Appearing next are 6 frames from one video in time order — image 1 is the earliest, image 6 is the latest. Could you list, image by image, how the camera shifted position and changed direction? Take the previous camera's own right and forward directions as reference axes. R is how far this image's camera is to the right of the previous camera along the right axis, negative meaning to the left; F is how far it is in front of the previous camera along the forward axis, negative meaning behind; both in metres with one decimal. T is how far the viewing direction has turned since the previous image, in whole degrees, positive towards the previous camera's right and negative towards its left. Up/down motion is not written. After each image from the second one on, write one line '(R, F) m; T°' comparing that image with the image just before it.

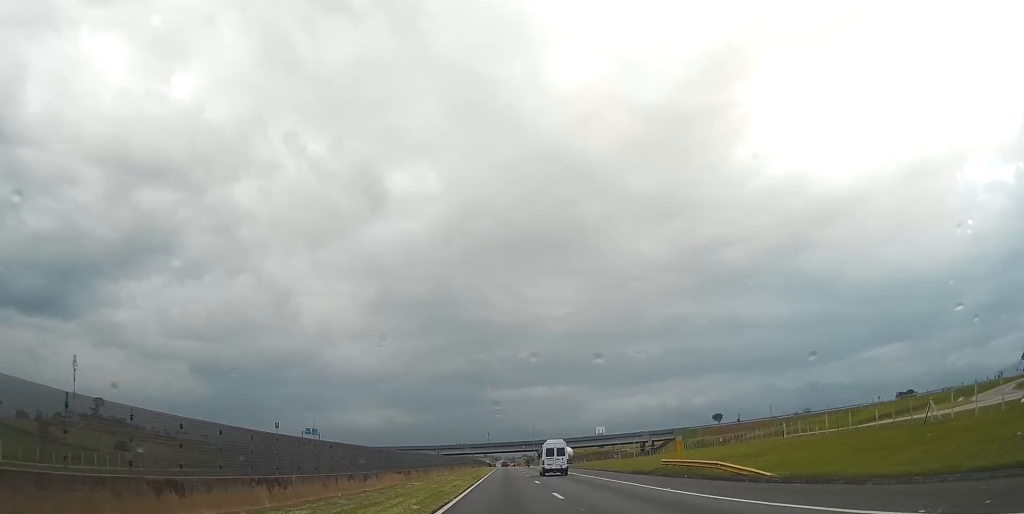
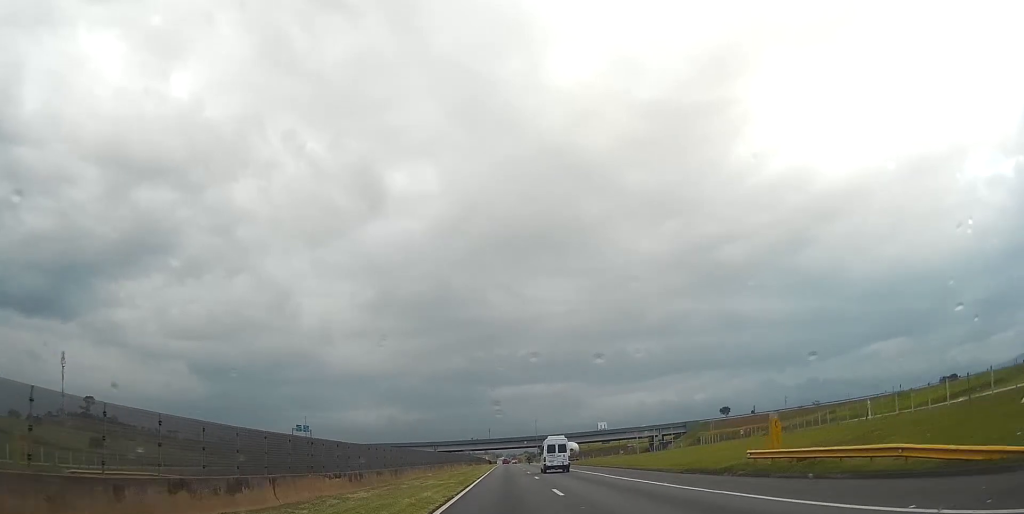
(-0.1, +16.3) m; 0°
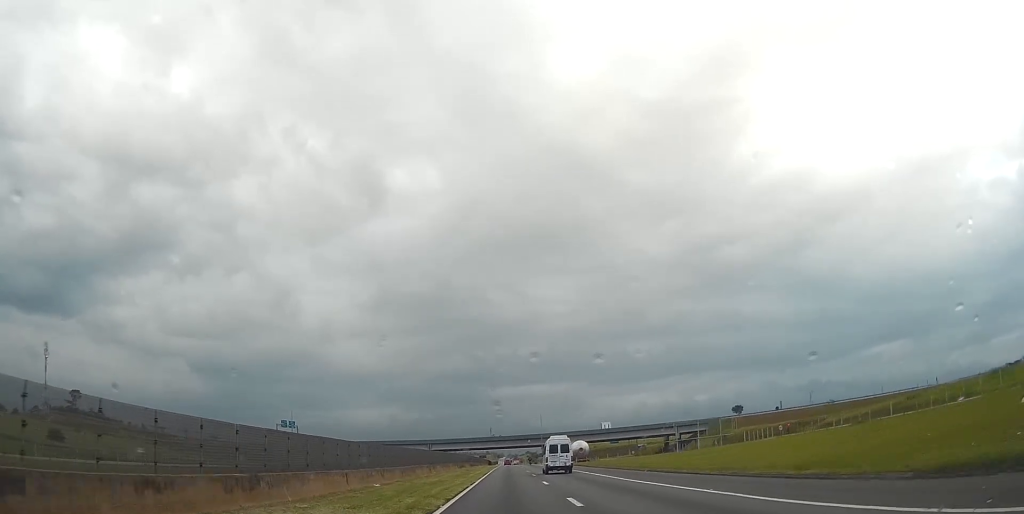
(-0.1, +24.0) m; 0°
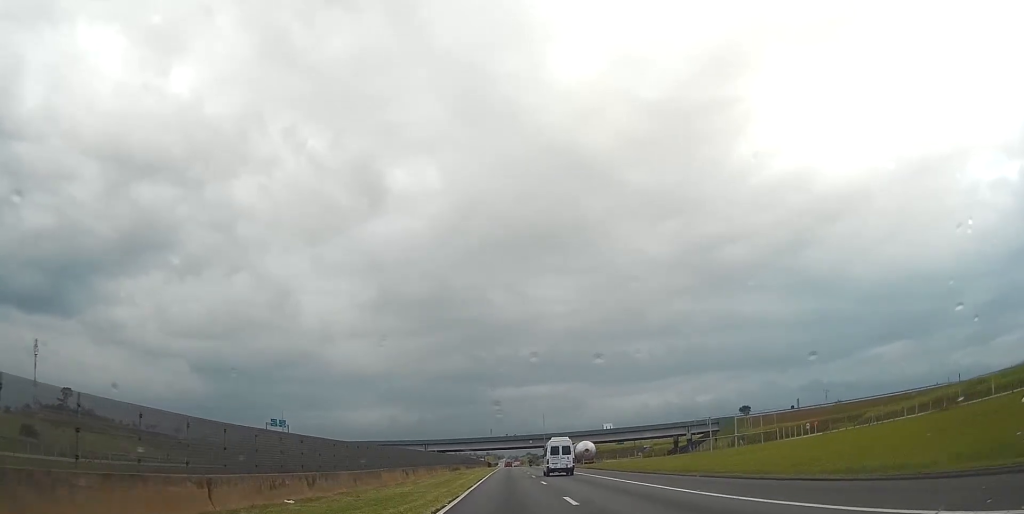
(+0.1, +13.8) m; 0°
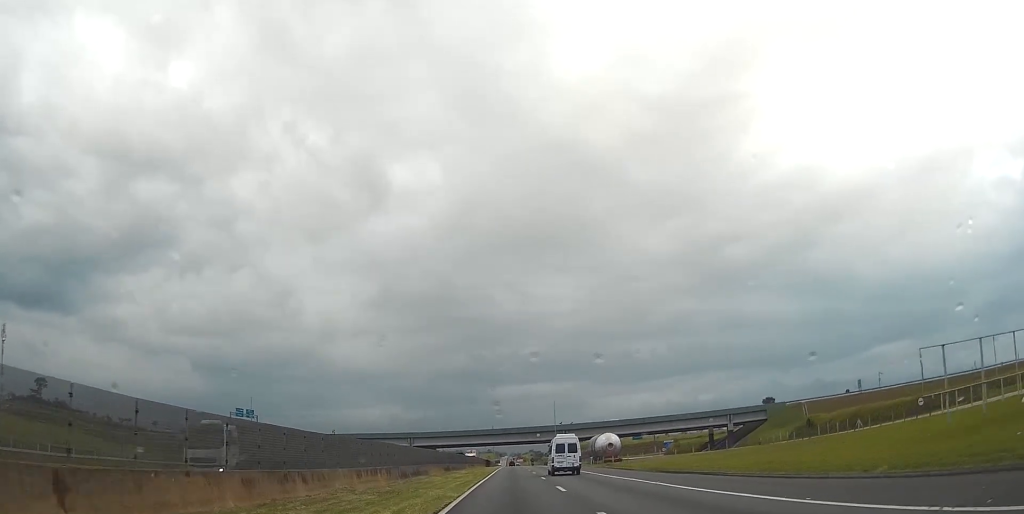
(-0.5, +39.8) m; -1°
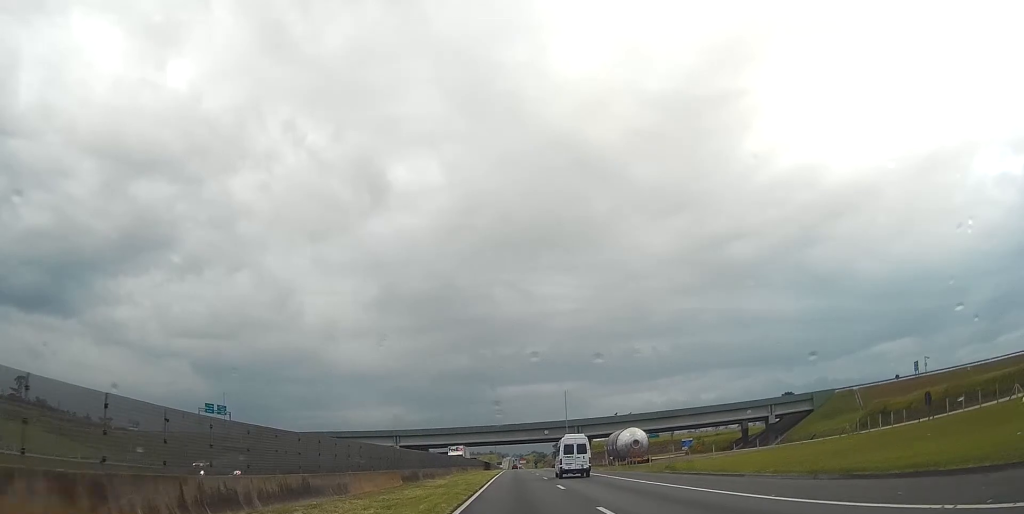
(-0.1, +27.9) m; 0°
